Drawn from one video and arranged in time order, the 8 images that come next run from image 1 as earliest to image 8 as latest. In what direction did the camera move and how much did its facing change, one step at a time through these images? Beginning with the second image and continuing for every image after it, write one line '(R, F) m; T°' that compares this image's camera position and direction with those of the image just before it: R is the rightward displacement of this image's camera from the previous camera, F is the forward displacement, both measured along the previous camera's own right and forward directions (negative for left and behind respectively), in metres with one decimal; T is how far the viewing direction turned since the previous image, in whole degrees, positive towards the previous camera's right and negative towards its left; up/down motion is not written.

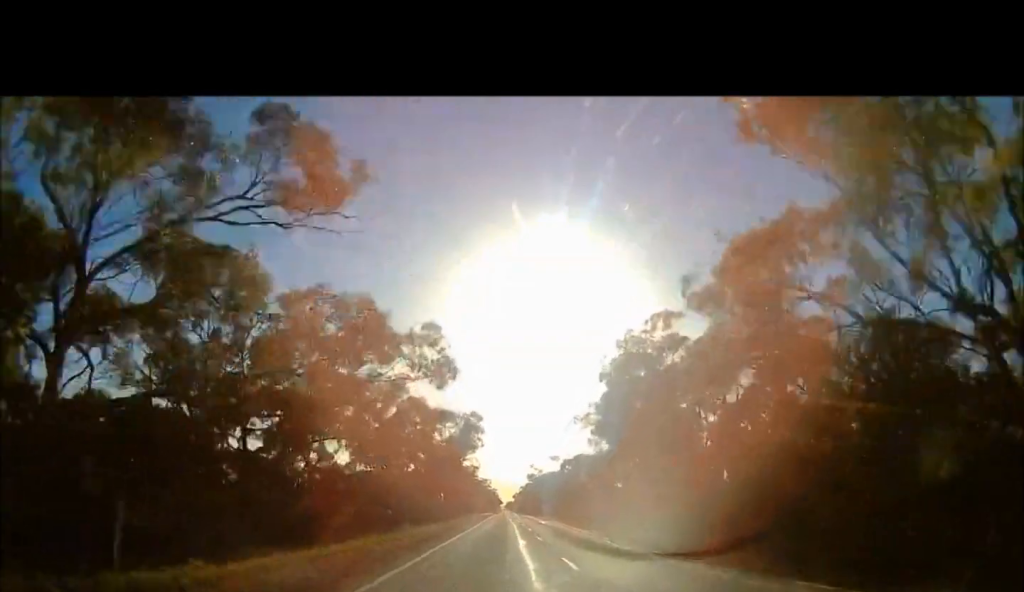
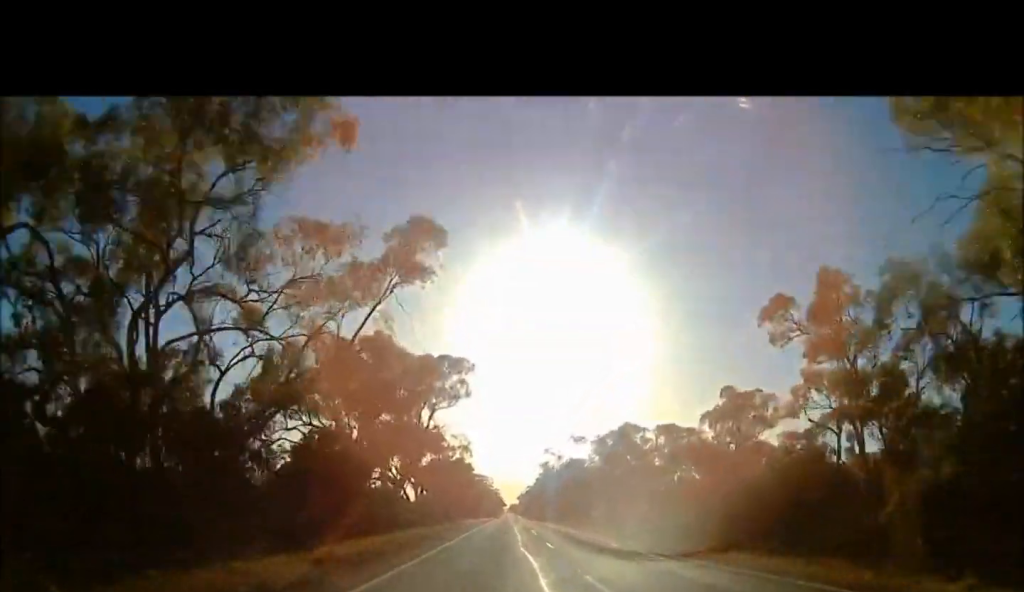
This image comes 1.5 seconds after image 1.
(0.0, +58.7) m; 0°
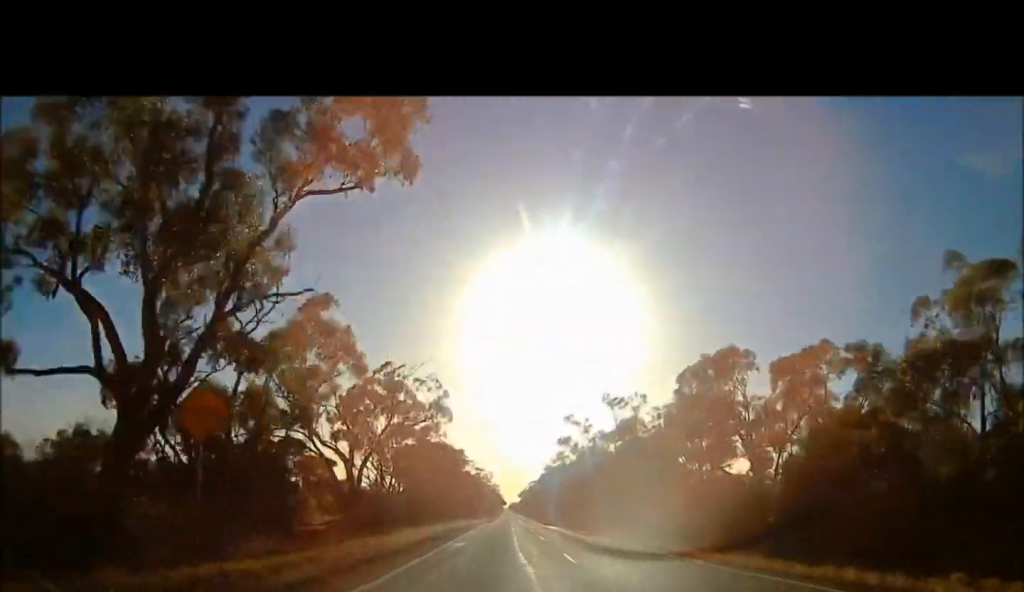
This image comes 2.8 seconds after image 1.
(+0.1, +44.8) m; +1°
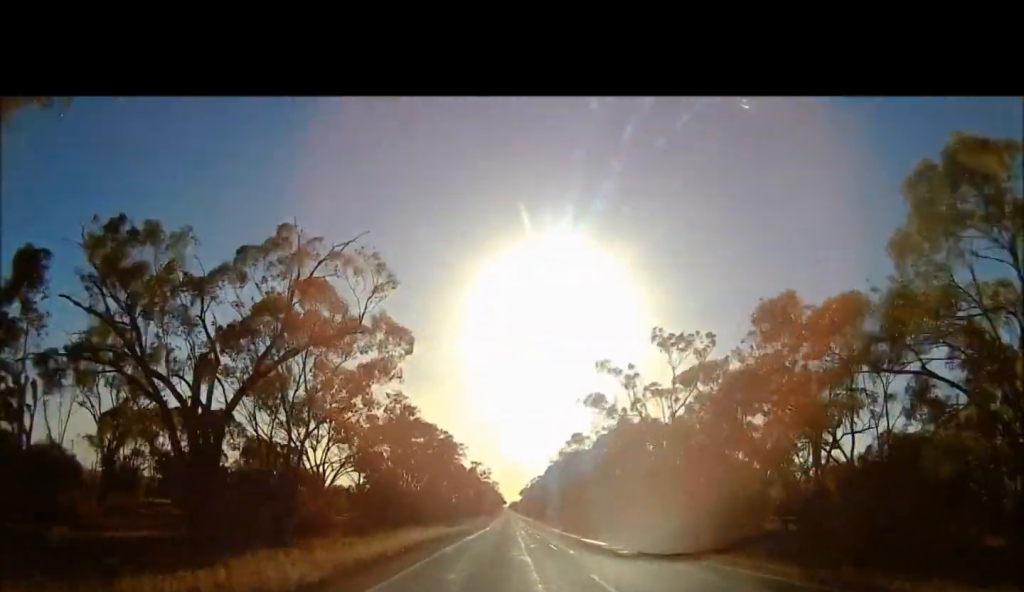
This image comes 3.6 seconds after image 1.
(+0.4, +28.2) m; 0°
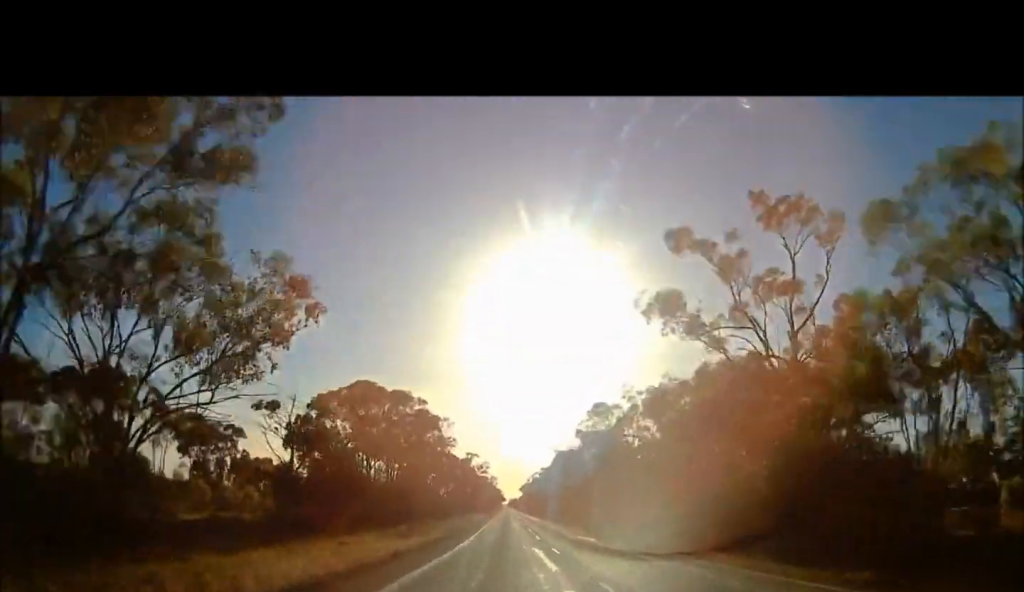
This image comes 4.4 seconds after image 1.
(-0.2, +23.3) m; -1°
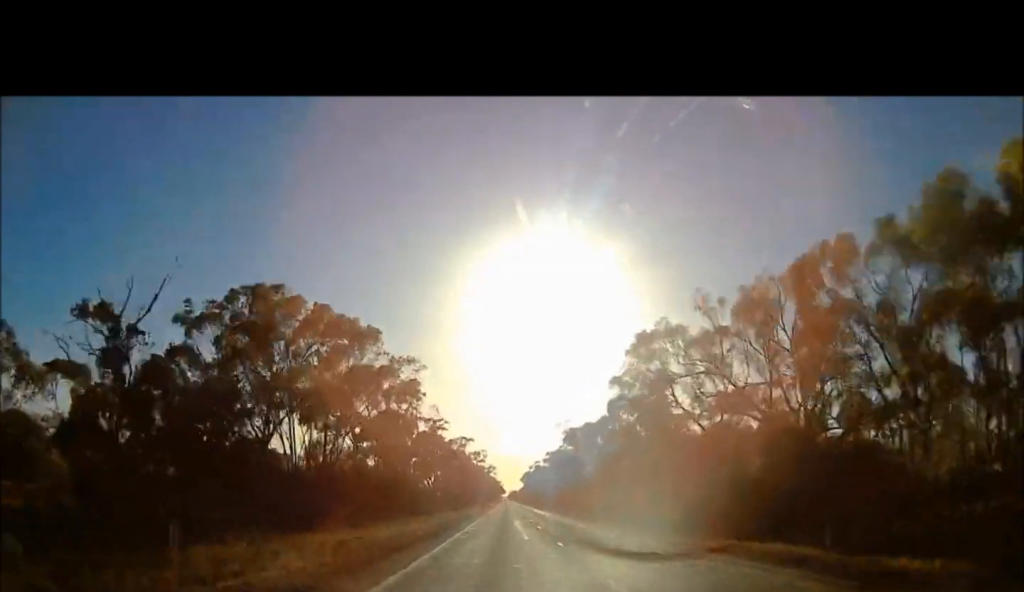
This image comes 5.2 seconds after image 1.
(-0.4, +26.5) m; 0°
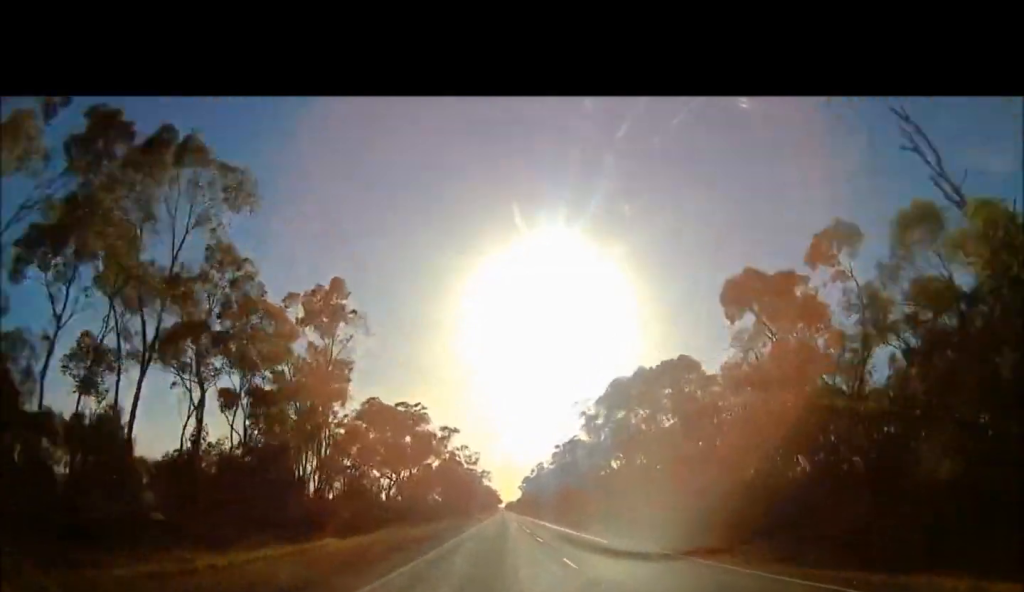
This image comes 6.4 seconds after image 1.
(+0.3, +39.6) m; +1°
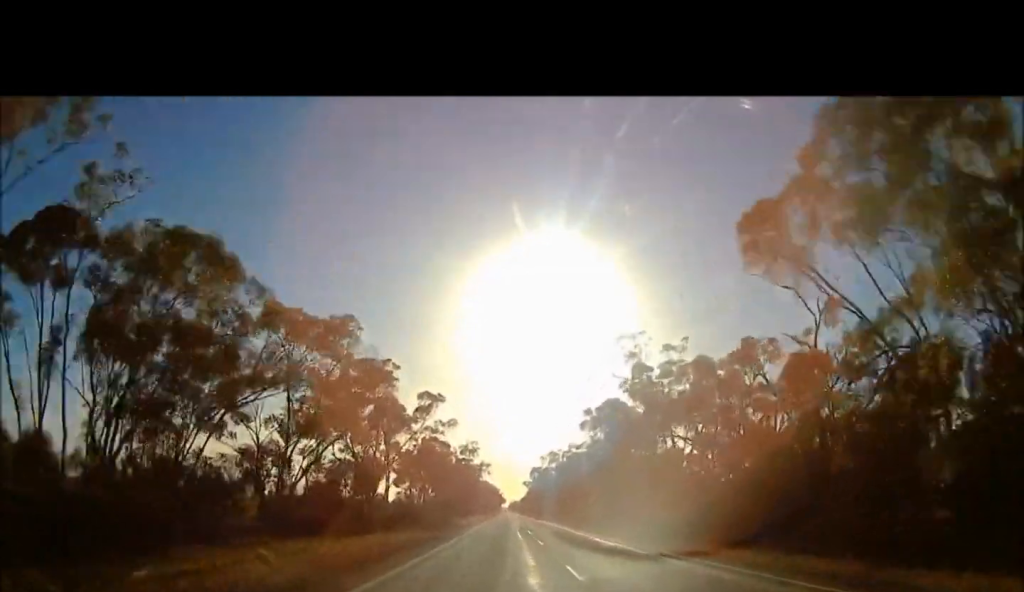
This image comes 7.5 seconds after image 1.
(+0.5, +38.3) m; 0°
